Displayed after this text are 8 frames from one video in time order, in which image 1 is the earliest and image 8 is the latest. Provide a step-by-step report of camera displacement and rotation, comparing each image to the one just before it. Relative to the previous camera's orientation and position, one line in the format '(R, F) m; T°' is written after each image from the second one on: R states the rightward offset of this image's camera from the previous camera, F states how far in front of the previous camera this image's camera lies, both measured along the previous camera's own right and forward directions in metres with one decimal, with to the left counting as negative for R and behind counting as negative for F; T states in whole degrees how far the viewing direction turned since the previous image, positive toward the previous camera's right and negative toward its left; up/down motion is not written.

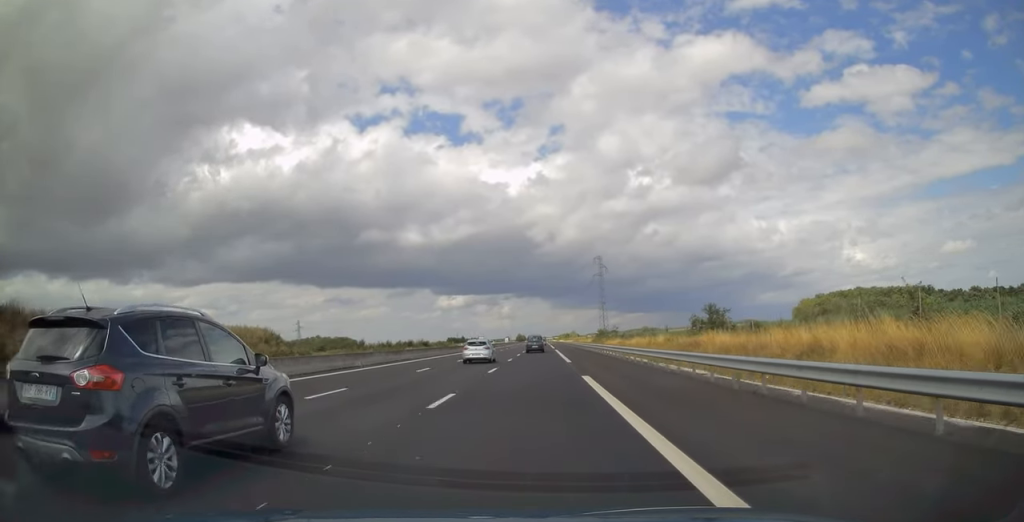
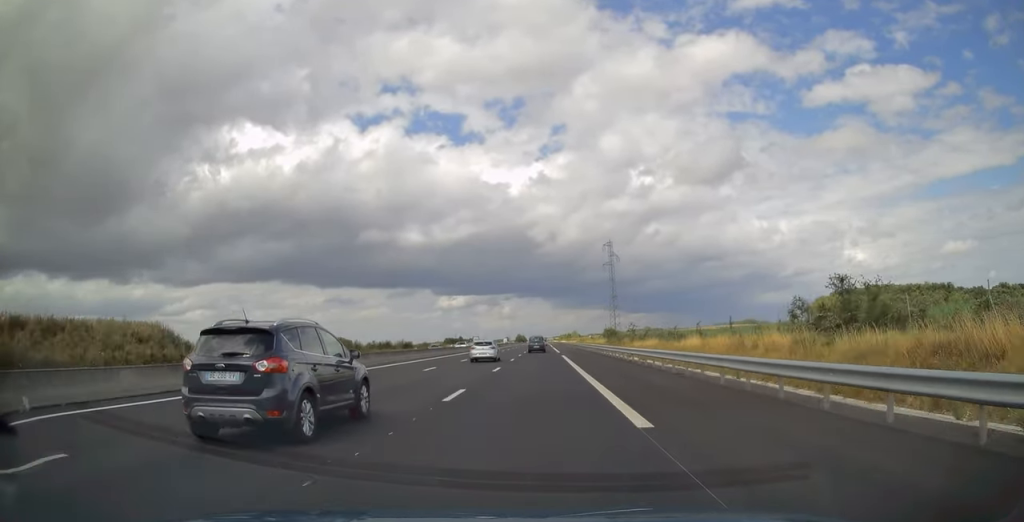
(0.0, +24.7) m; 0°
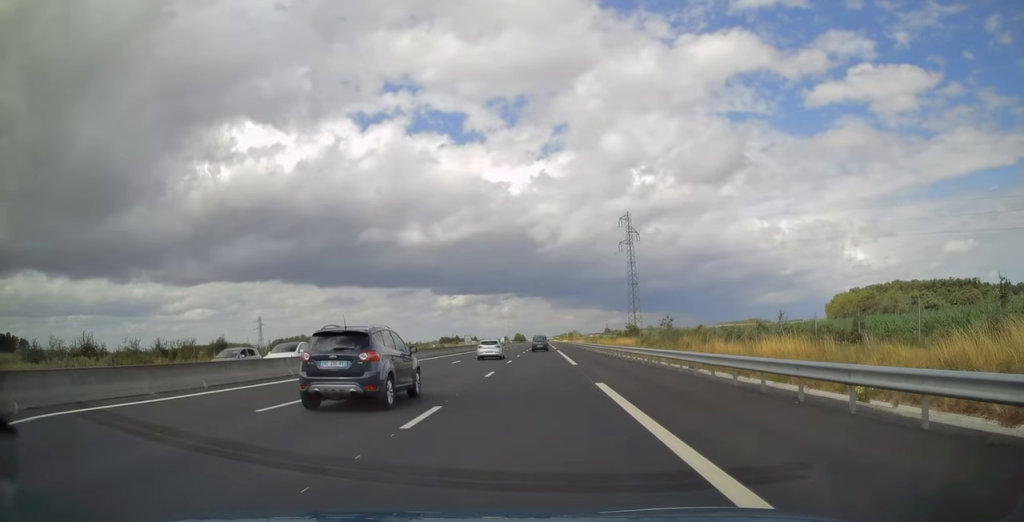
(0.0, +30.7) m; 0°
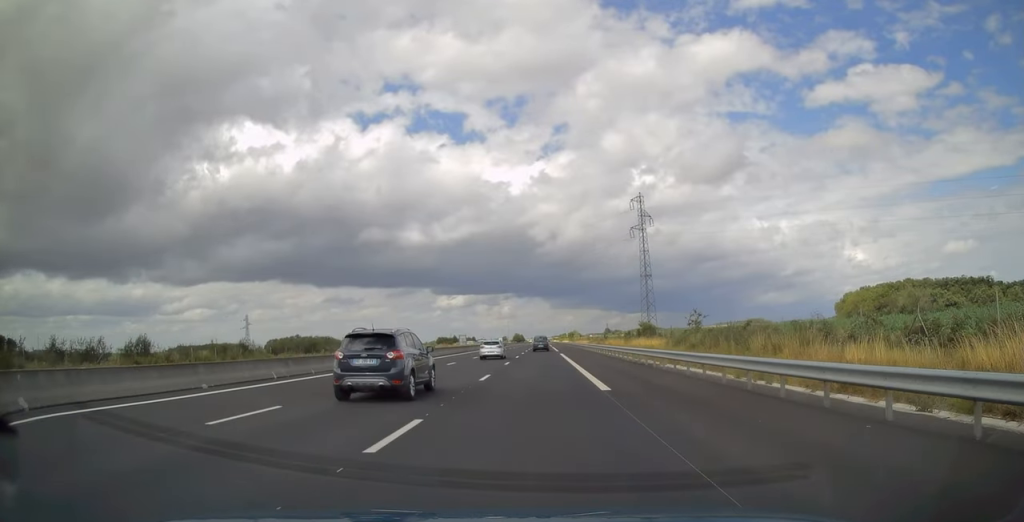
(0.0, +15.1) m; 0°
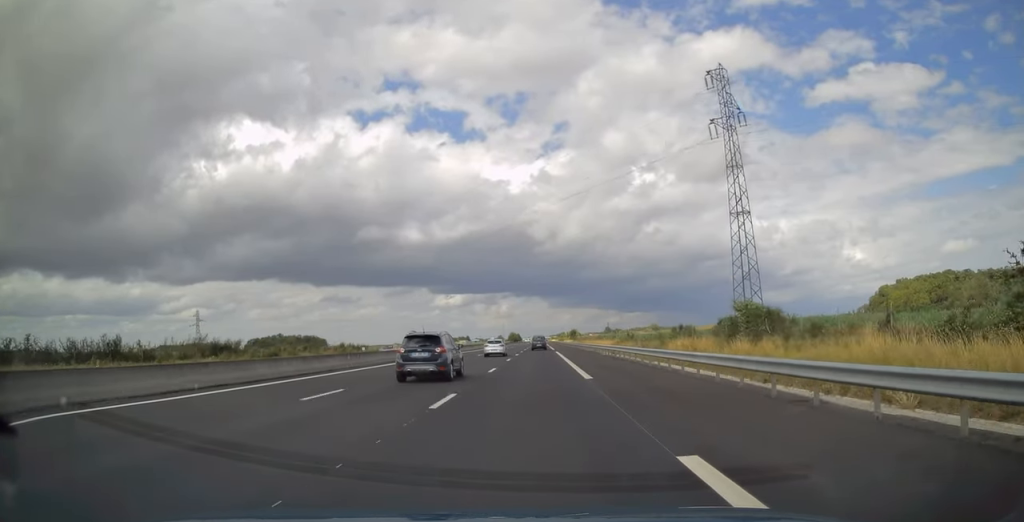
(0.0, +48.0) m; 0°
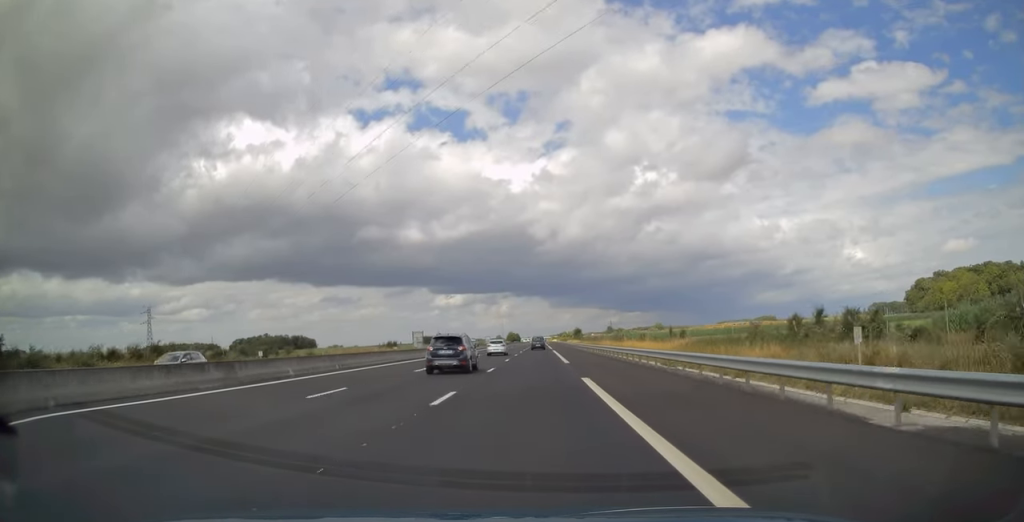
(+0.2, +38.7) m; 0°
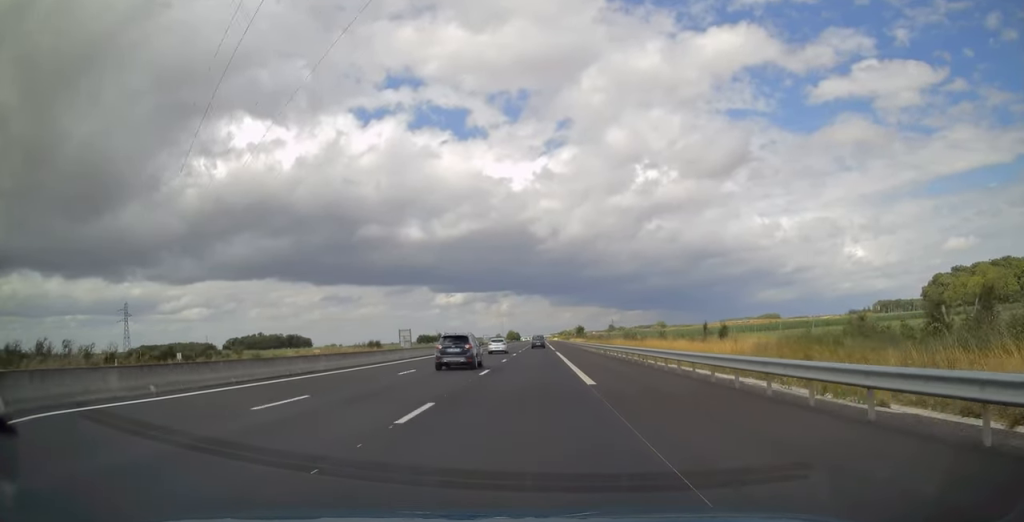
(0.0, +16.1) m; 0°
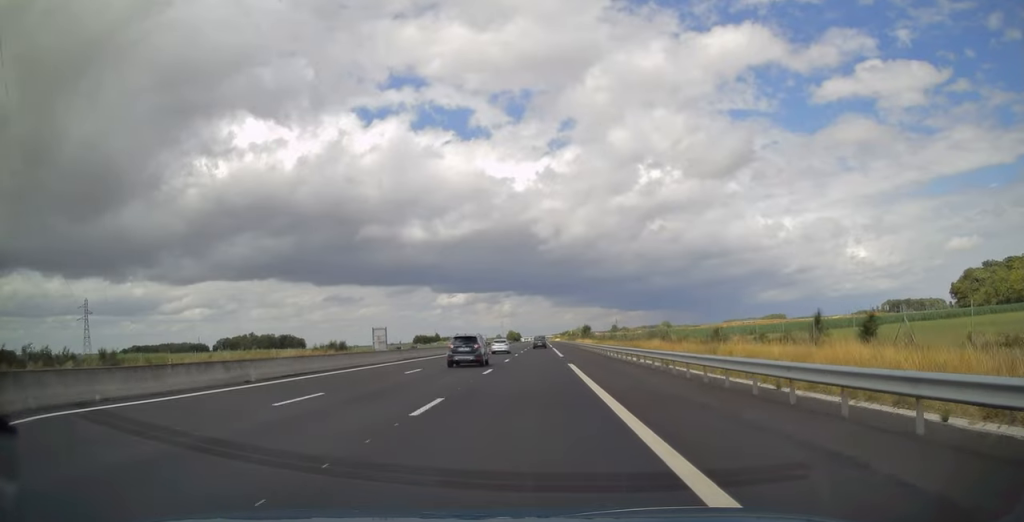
(0.0, +25.3) m; 0°
